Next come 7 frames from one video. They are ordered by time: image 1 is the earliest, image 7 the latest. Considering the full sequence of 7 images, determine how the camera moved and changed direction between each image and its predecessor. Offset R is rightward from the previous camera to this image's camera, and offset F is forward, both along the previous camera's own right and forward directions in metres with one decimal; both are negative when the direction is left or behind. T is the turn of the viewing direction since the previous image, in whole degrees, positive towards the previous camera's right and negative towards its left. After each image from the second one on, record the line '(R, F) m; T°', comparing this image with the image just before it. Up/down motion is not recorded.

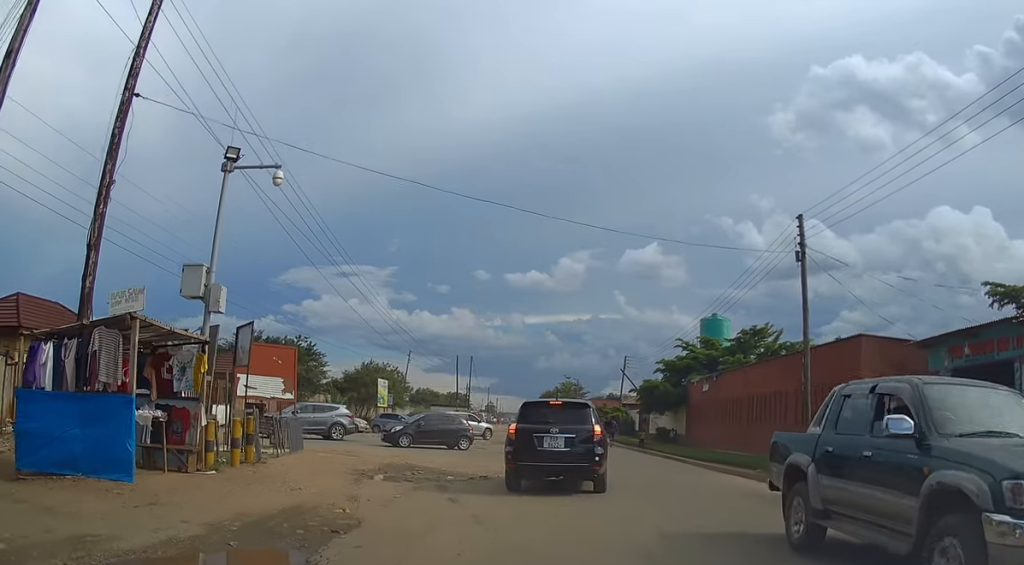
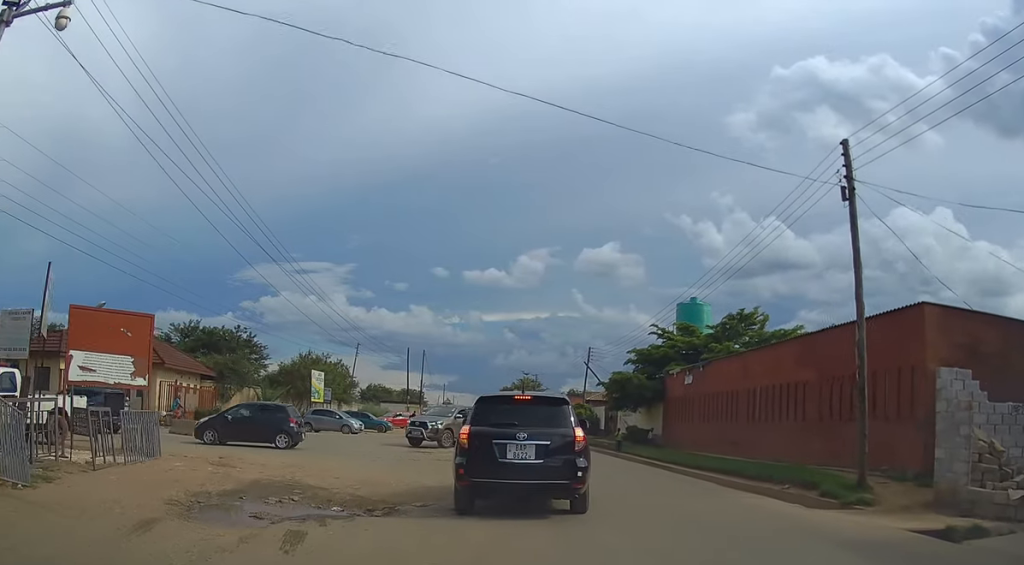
(+0.2, +6.7) m; +1°
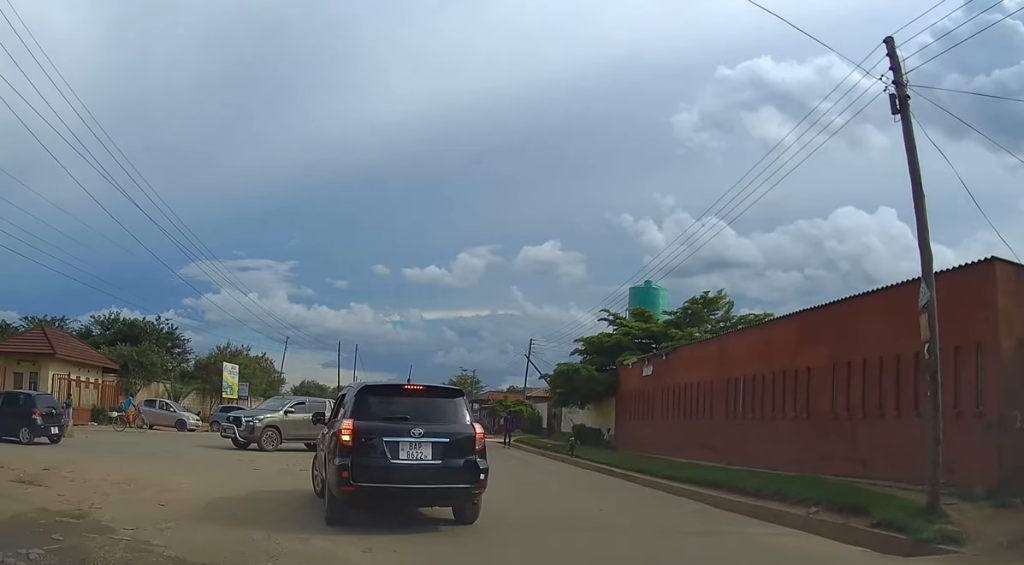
(0.0, +5.2) m; +4°
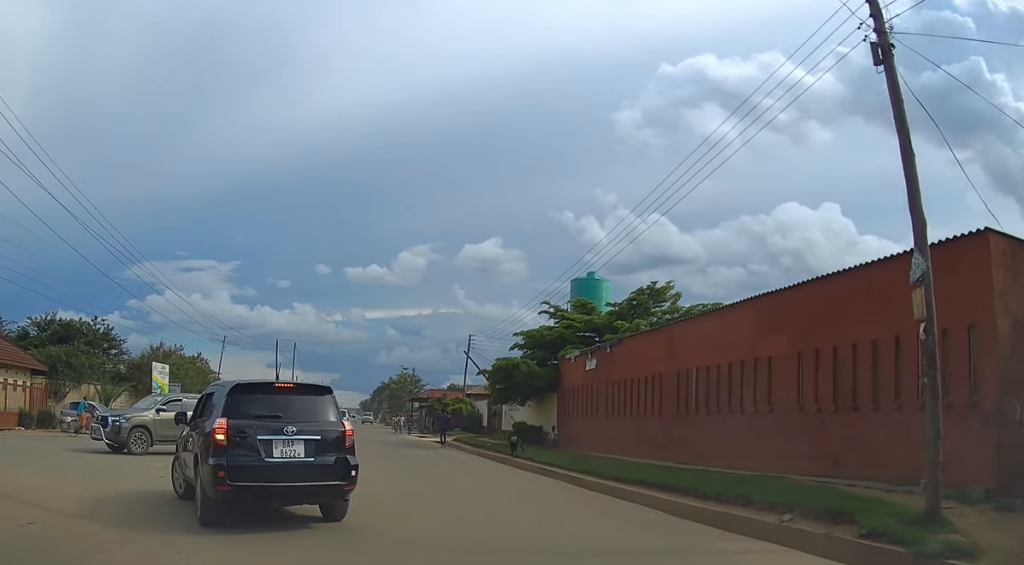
(0.0, +1.8) m; +2°
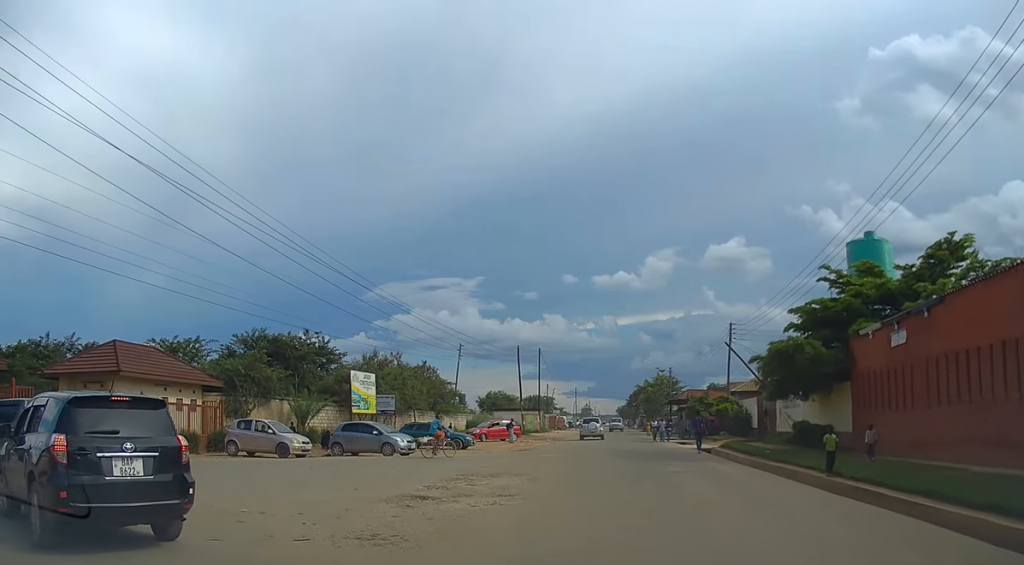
(-0.6, +7.2) m; -23°
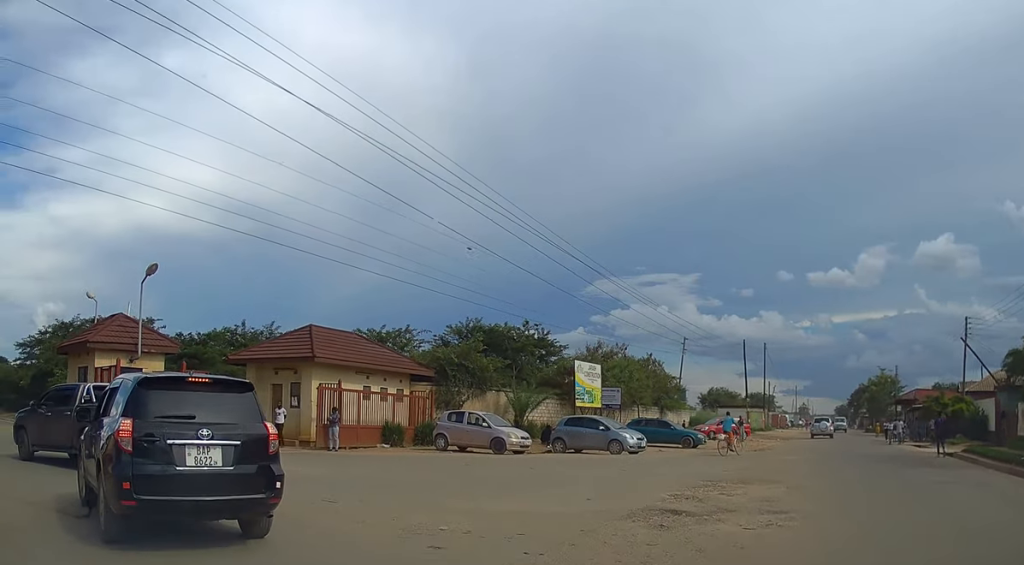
(-0.3, +2.5) m; -16°
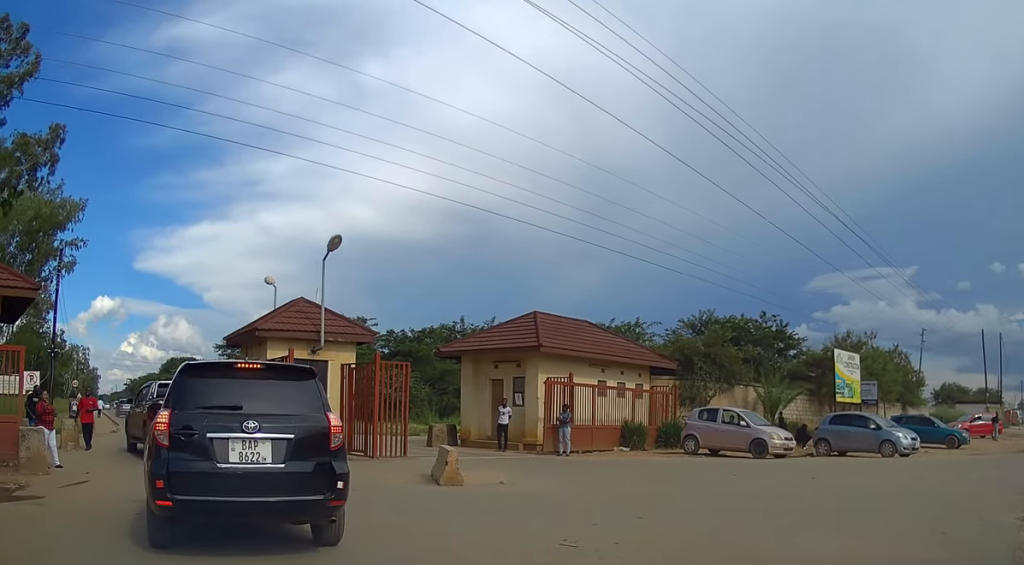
(-0.7, +3.7) m; -17°
